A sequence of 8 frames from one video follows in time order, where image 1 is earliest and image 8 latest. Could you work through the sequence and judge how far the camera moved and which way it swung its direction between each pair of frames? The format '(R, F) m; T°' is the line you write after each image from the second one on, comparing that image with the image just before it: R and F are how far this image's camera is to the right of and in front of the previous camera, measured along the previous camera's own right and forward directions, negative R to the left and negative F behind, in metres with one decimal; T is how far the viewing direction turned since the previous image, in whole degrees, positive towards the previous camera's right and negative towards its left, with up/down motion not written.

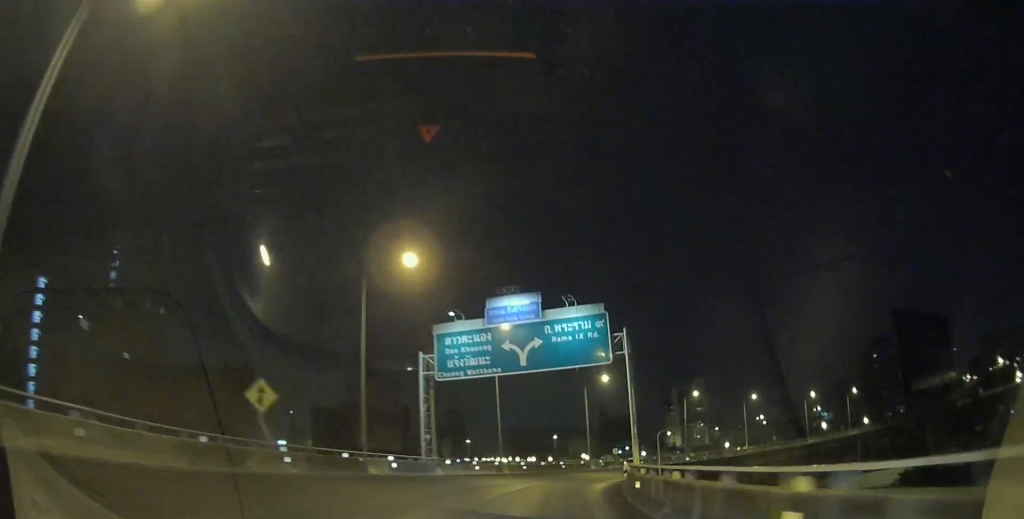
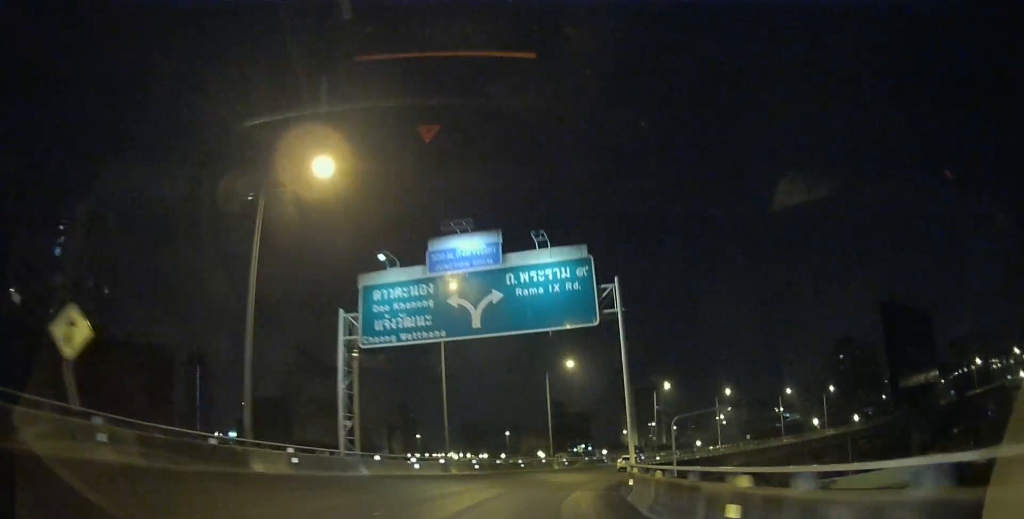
(+0.5, +8.7) m; +4°
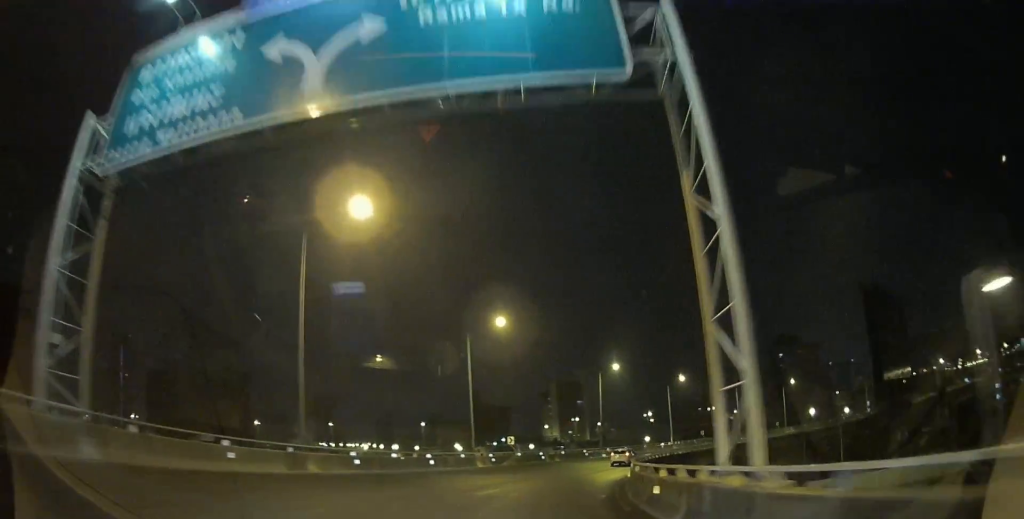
(+1.0, +14.9) m; +9°
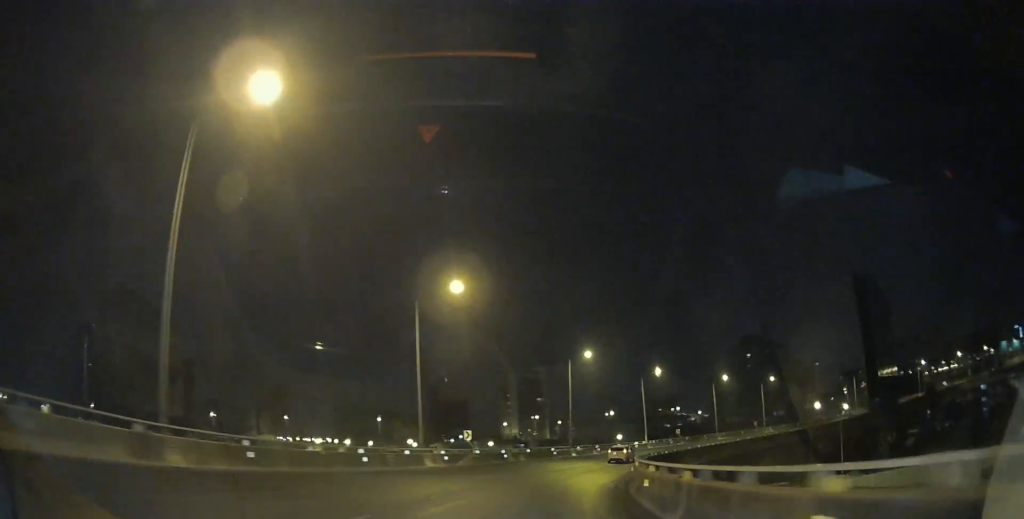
(-0.2, +7.4) m; +5°
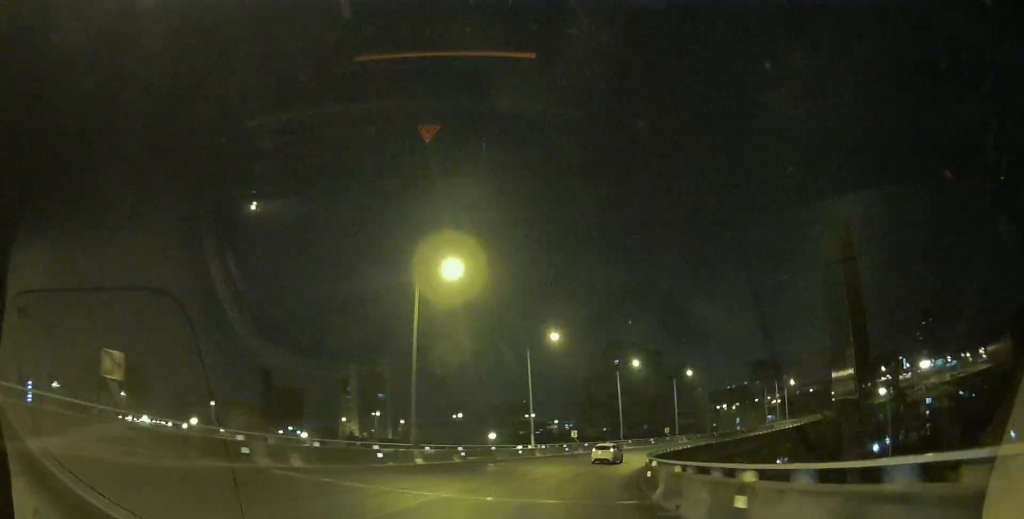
(+4.9, +26.7) m; +19°
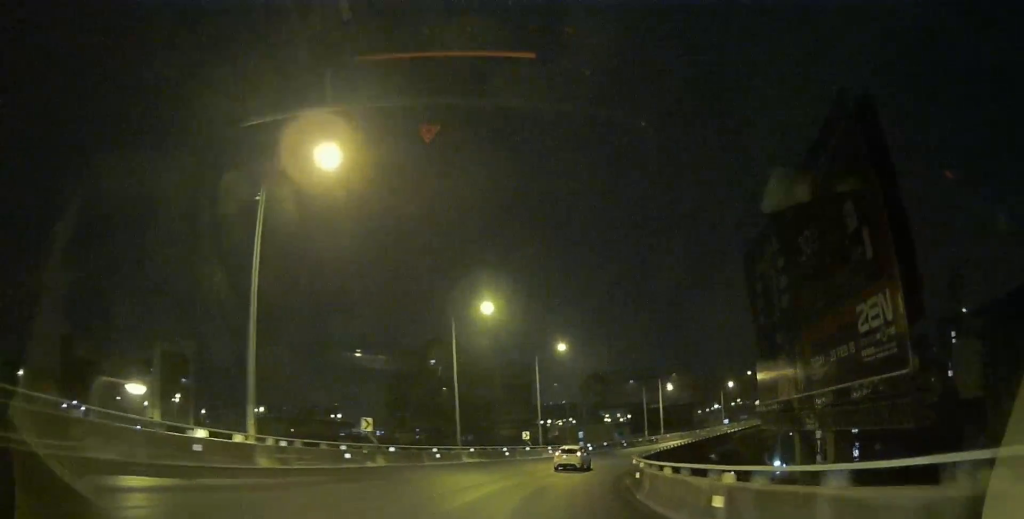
(+5.2, +31.4) m; +19°
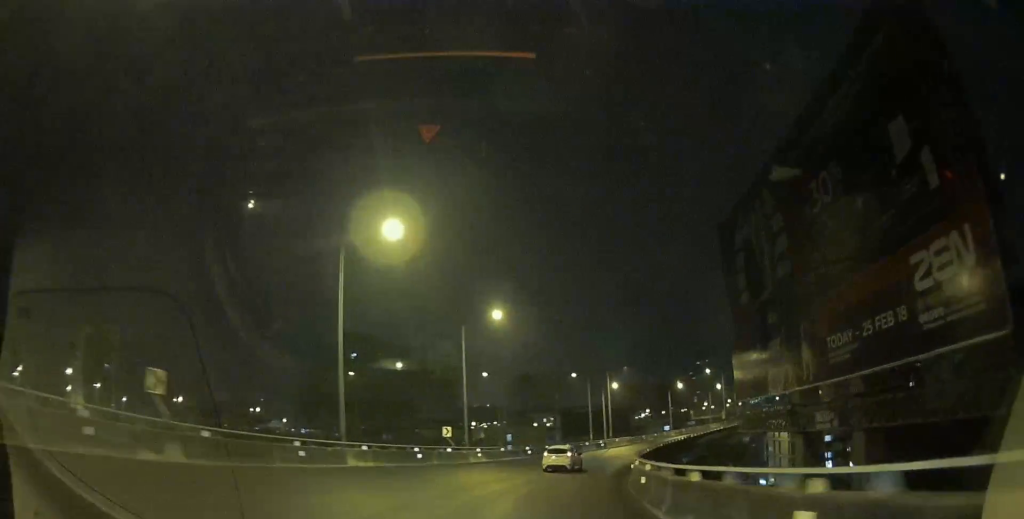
(+1.0, +13.1) m; +7°
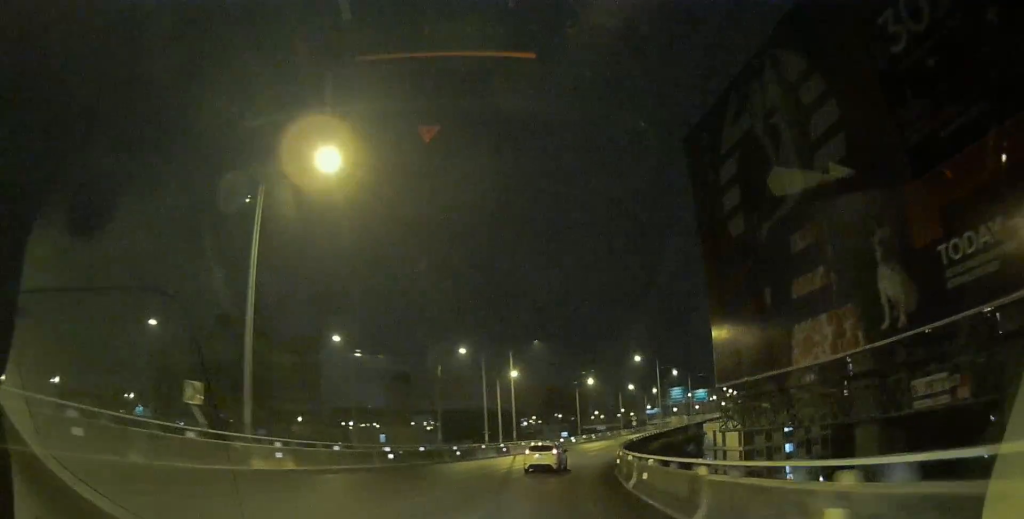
(+2.0, +21.3) m; +11°
